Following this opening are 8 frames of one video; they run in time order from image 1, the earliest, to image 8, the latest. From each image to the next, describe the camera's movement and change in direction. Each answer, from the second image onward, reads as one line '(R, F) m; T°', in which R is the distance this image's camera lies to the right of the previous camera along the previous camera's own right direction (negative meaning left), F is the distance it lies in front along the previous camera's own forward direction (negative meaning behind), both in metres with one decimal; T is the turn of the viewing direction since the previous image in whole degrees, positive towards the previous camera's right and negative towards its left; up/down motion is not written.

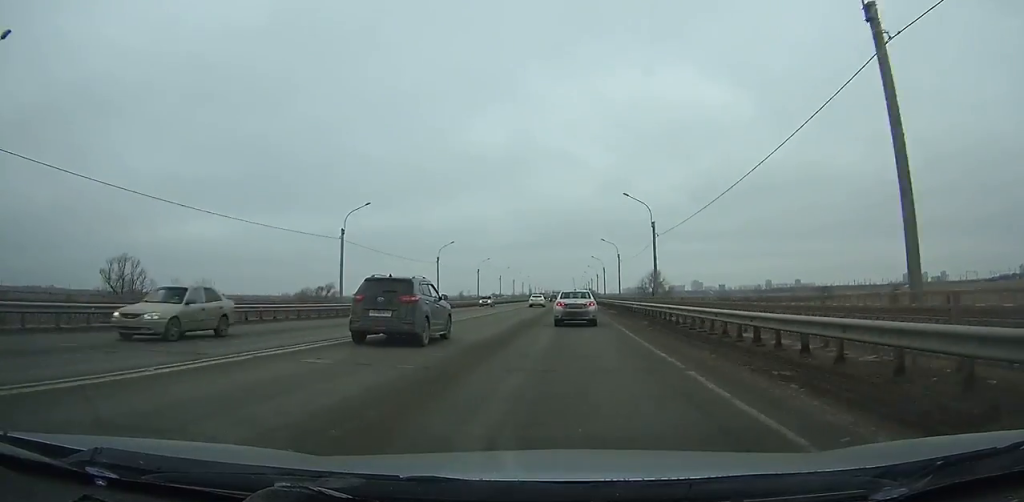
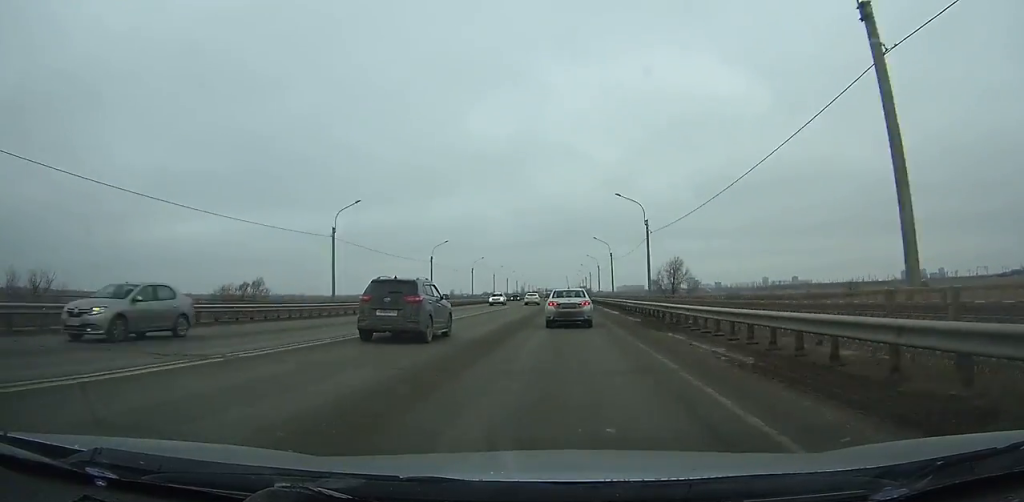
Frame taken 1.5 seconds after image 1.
(+0.1, +32.5) m; 0°
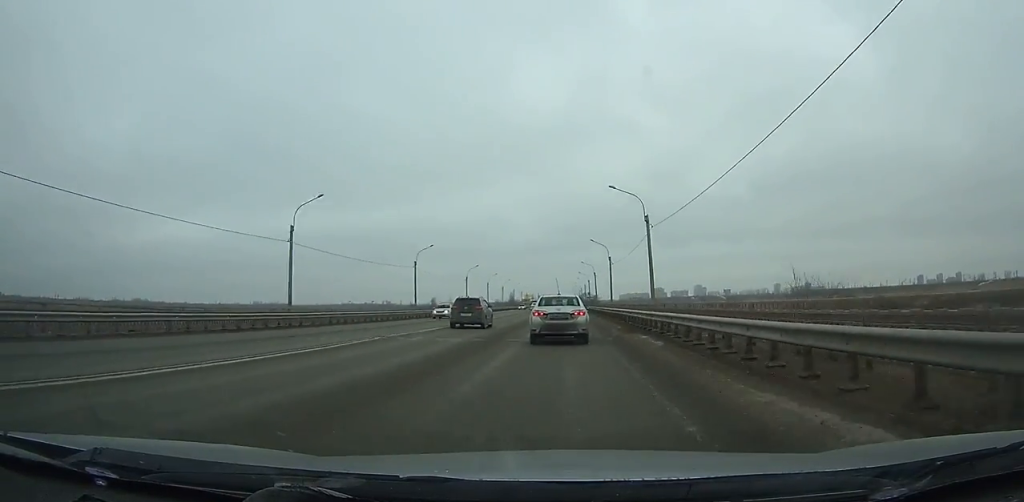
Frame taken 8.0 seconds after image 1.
(-0.2, +138.9) m; 0°
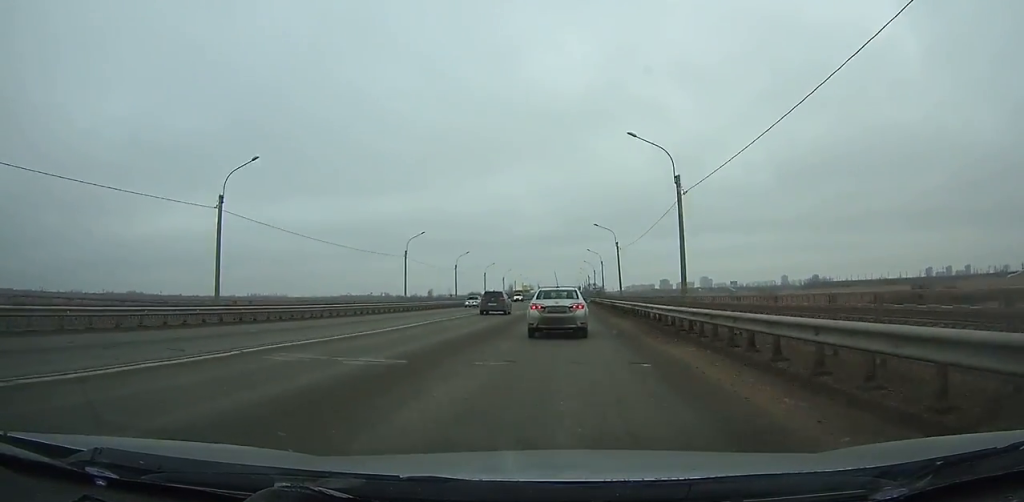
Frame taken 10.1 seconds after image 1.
(0.0, +43.3) m; 0°
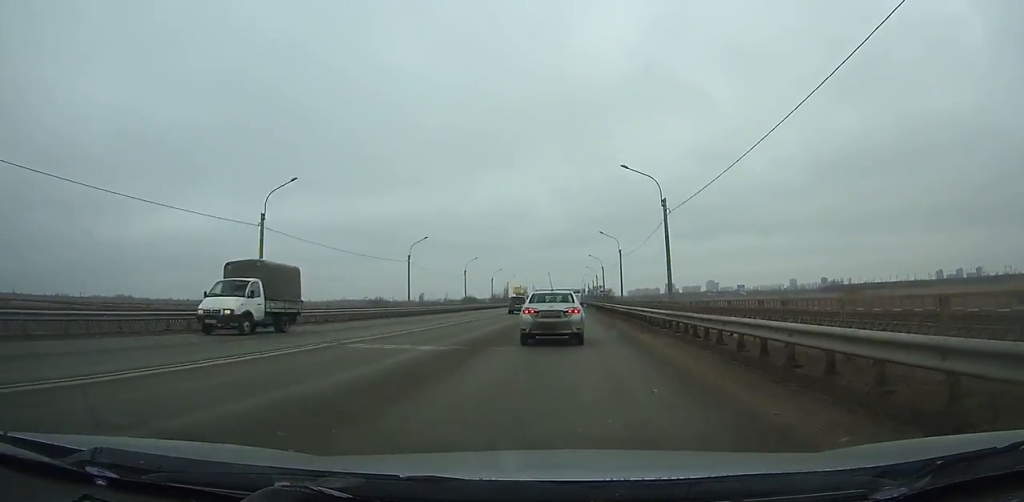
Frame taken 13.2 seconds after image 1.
(-0.2, +62.2) m; 0°
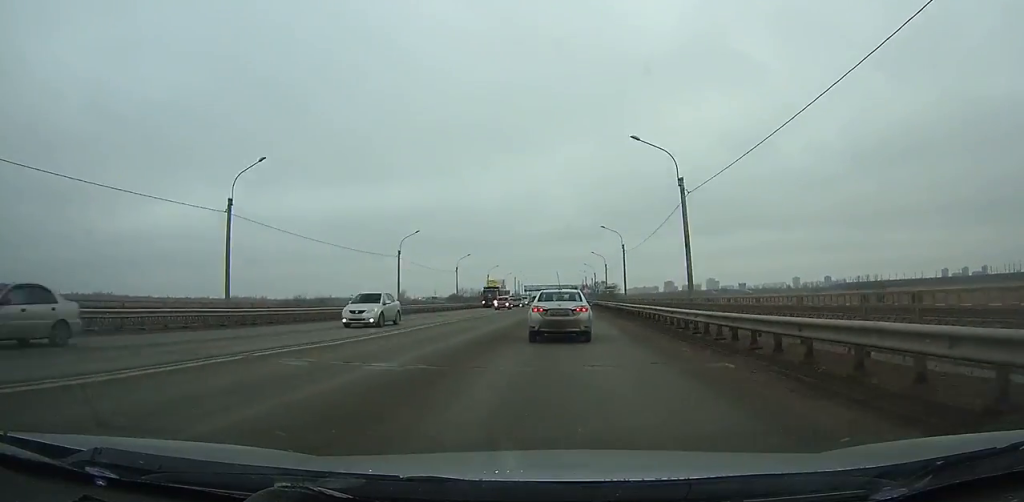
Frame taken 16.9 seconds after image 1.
(0.0, +72.6) m; 0°
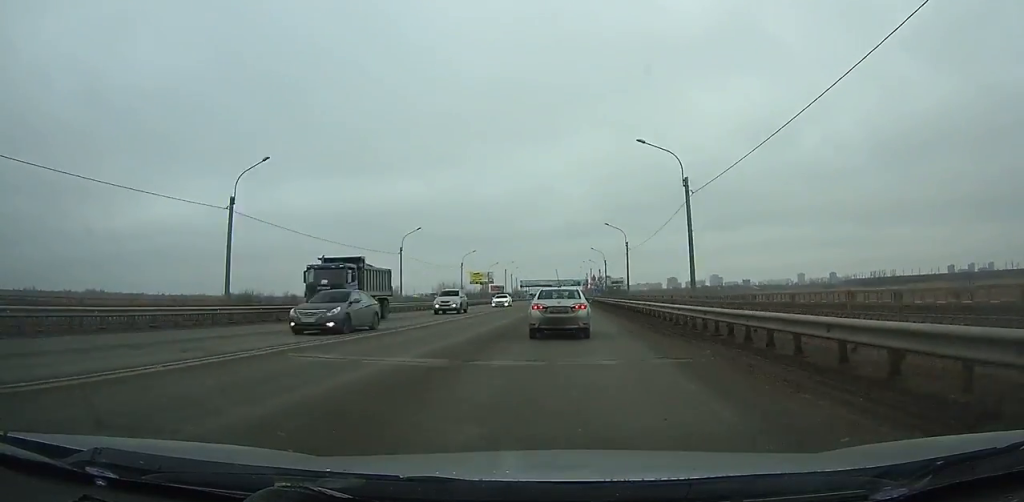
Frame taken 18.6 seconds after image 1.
(+0.1, +33.1) m; 0°
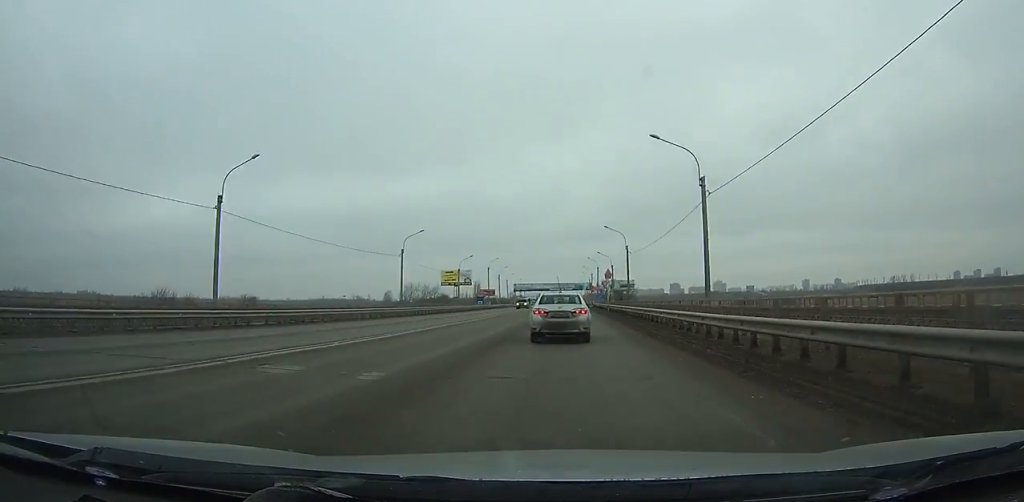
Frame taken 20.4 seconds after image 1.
(0.0, +34.8) m; 0°
